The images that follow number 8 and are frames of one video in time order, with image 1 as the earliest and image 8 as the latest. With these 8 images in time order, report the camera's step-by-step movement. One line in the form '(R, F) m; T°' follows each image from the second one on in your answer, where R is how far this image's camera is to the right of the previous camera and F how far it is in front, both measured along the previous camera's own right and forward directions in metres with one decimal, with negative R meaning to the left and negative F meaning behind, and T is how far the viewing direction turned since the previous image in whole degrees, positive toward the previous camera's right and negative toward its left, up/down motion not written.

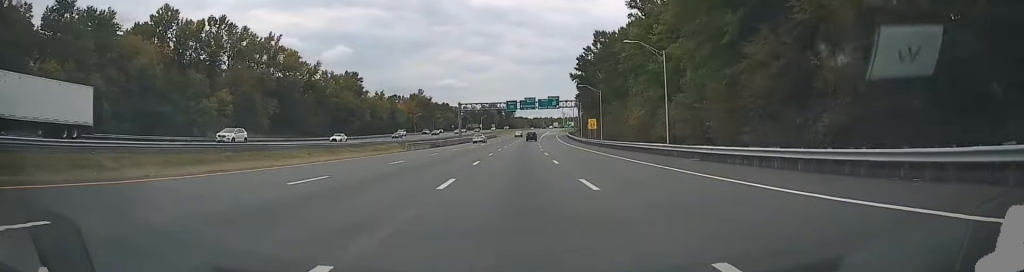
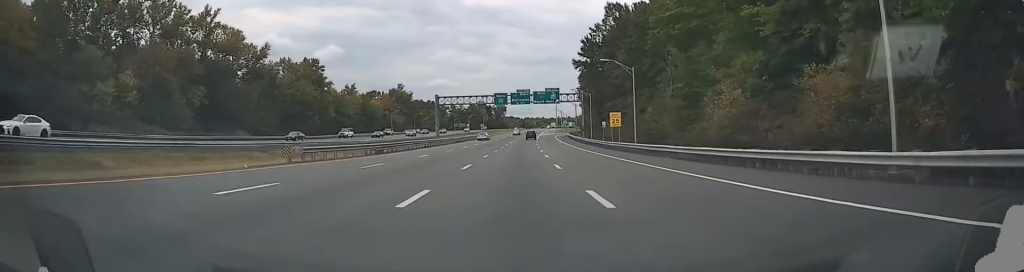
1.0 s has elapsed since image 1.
(+0.3, +27.8) m; +1°
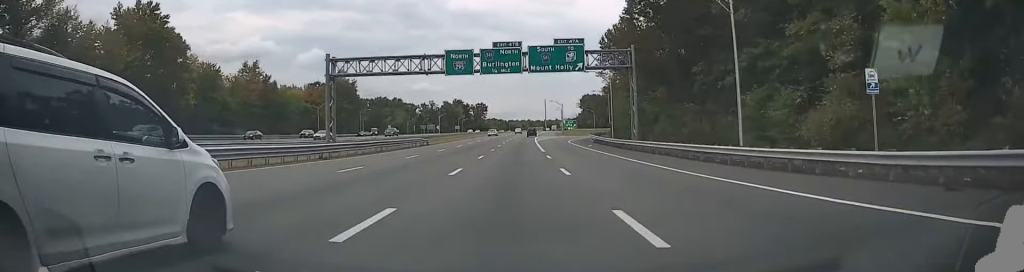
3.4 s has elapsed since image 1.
(+1.3, +64.3) m; +2°
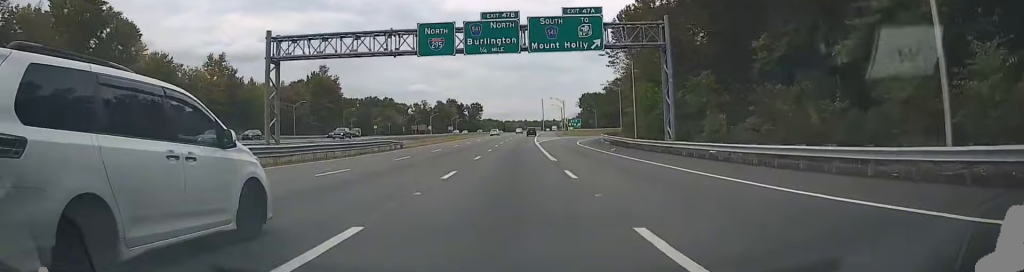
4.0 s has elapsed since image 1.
(-0.1, +14.2) m; 0°
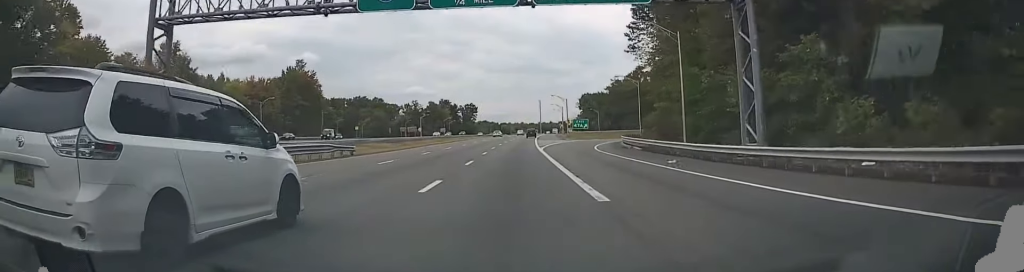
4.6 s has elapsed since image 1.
(-0.2, +15.5) m; -1°
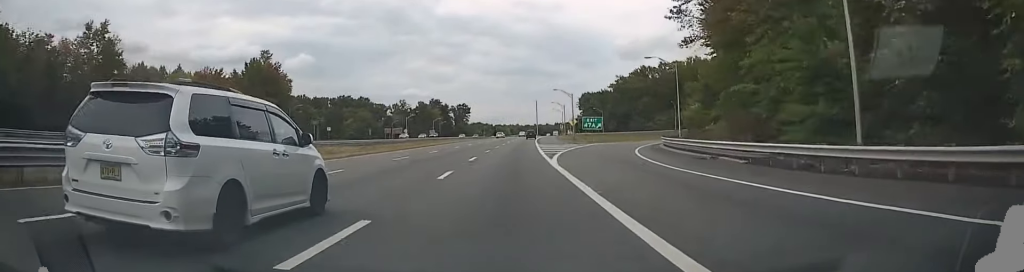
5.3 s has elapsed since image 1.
(0.0, +20.1) m; +1°
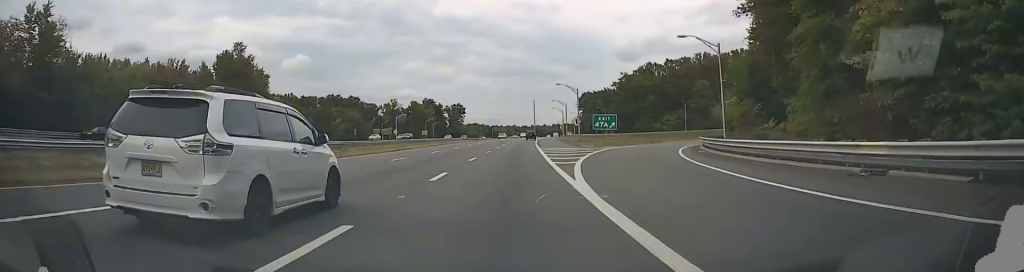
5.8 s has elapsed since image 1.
(0.0, +12.5) m; 0°
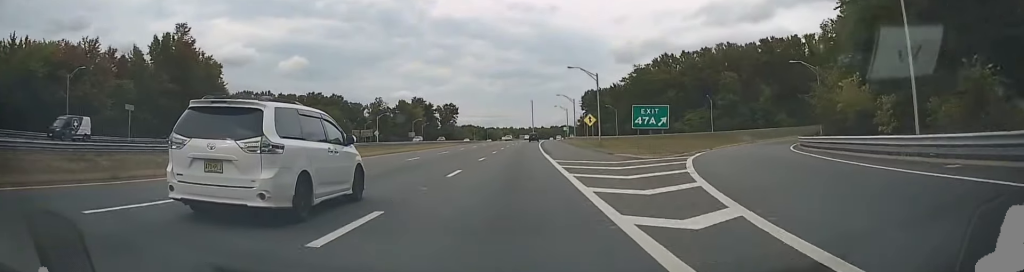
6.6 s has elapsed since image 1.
(+0.3, +22.4) m; +1°
